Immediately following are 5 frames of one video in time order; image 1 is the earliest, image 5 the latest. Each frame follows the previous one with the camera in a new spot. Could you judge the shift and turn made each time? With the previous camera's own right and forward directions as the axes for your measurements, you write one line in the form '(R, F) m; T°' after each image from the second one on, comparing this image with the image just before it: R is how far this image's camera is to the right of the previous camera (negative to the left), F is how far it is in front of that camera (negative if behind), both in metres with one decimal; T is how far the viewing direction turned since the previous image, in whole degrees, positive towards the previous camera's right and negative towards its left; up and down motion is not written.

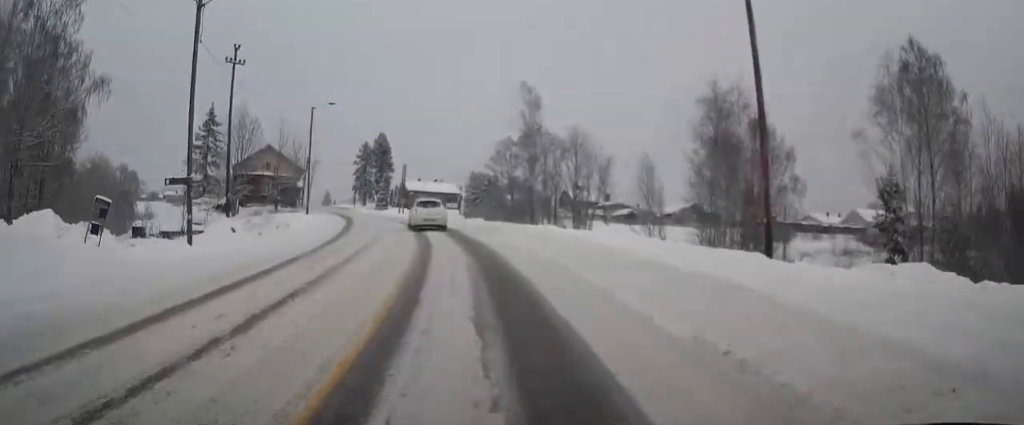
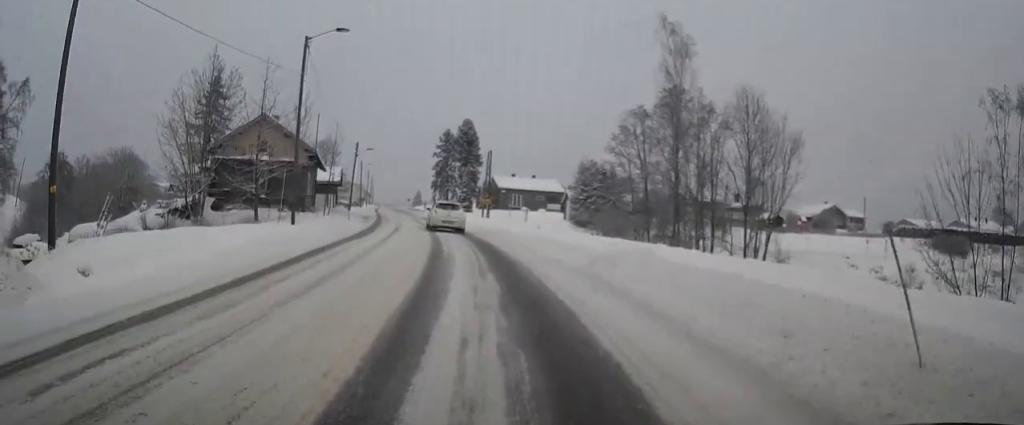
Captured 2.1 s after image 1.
(-1.8, +25.0) m; -9°
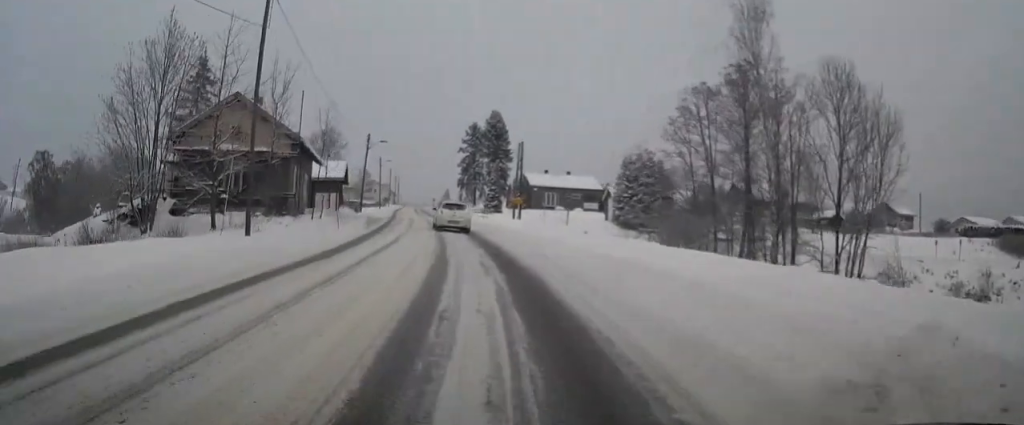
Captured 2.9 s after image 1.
(-0.3, +9.1) m; -3°
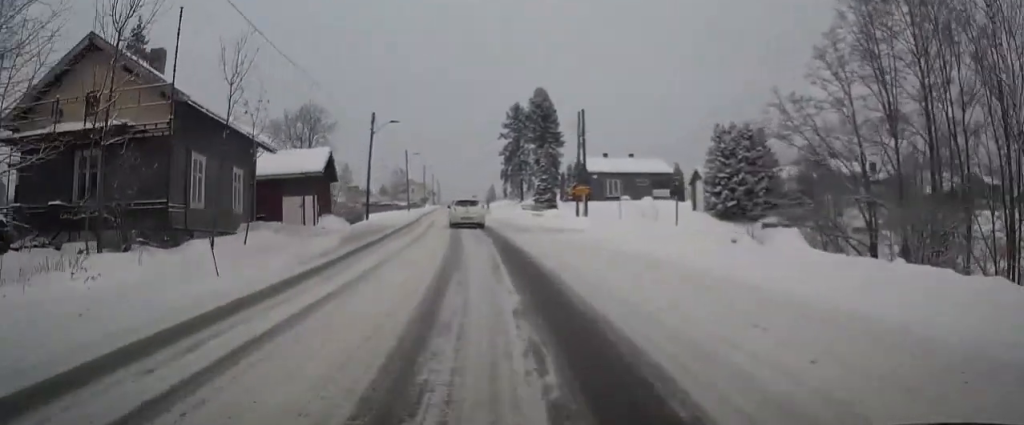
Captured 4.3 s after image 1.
(-0.6, +16.4) m; -4°
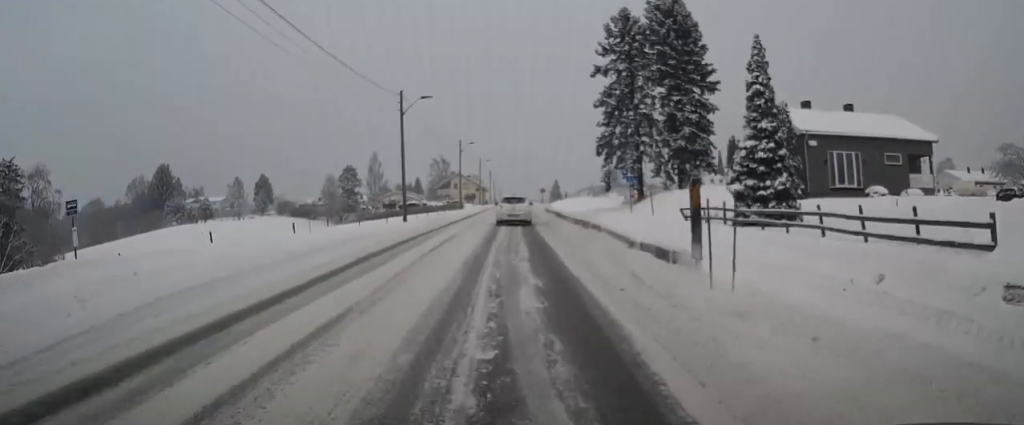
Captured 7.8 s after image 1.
(-3.3, +44.3) m; -7°
